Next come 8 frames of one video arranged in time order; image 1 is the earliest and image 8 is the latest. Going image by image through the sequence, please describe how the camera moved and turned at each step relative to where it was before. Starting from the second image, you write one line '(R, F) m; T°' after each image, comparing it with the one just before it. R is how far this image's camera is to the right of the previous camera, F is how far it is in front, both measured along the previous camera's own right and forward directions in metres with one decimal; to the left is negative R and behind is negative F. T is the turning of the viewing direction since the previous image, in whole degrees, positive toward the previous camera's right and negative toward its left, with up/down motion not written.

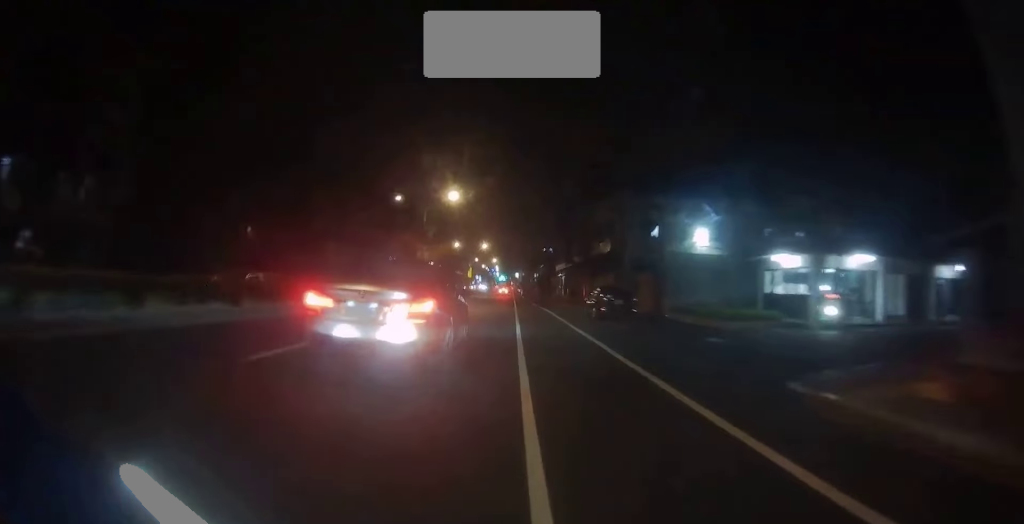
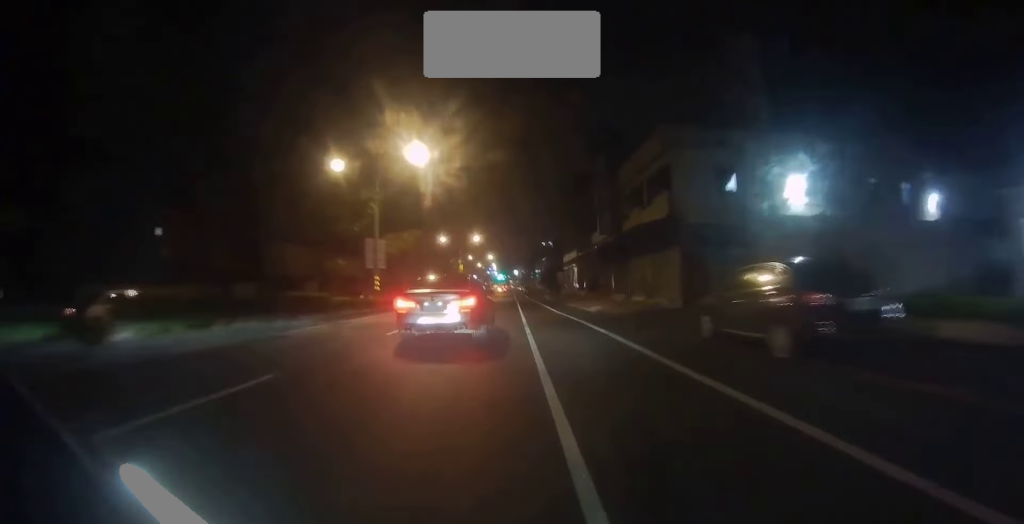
(0.0, +14.1) m; +2°
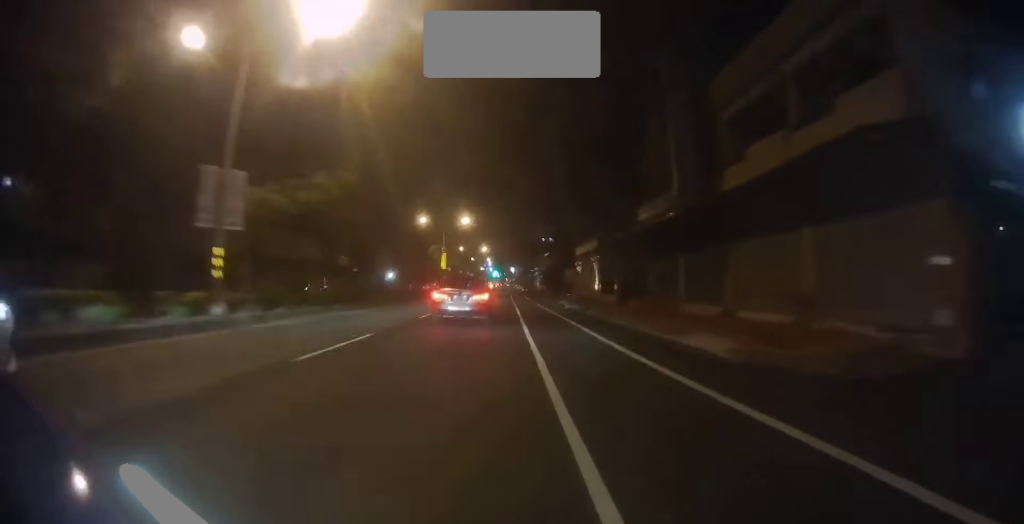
(+0.4, +15.3) m; +2°
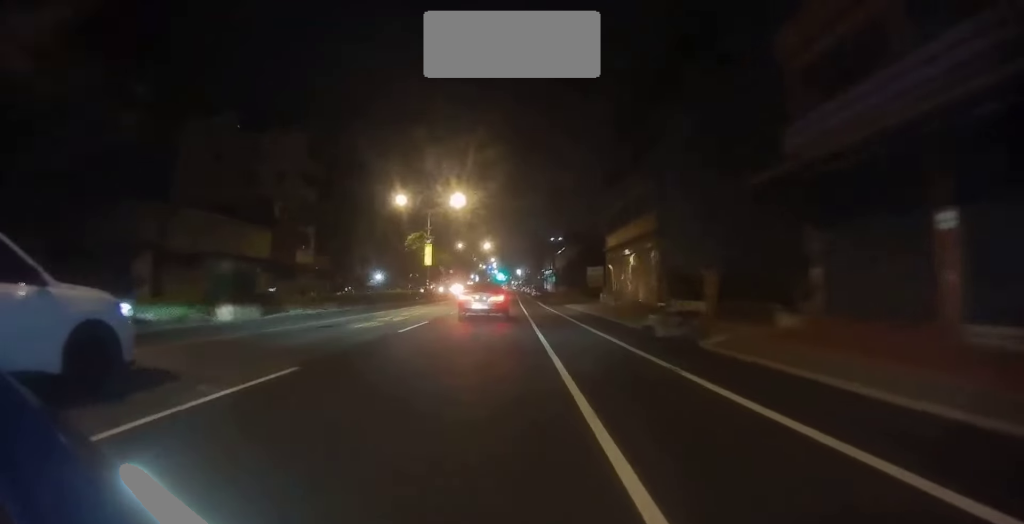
(+0.2, +14.5) m; 0°
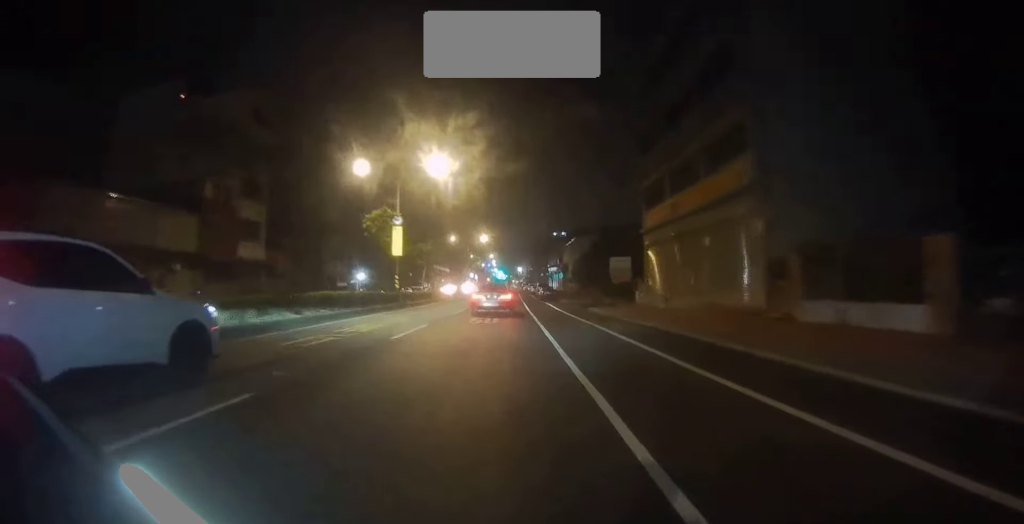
(-0.3, +11.5) m; -1°
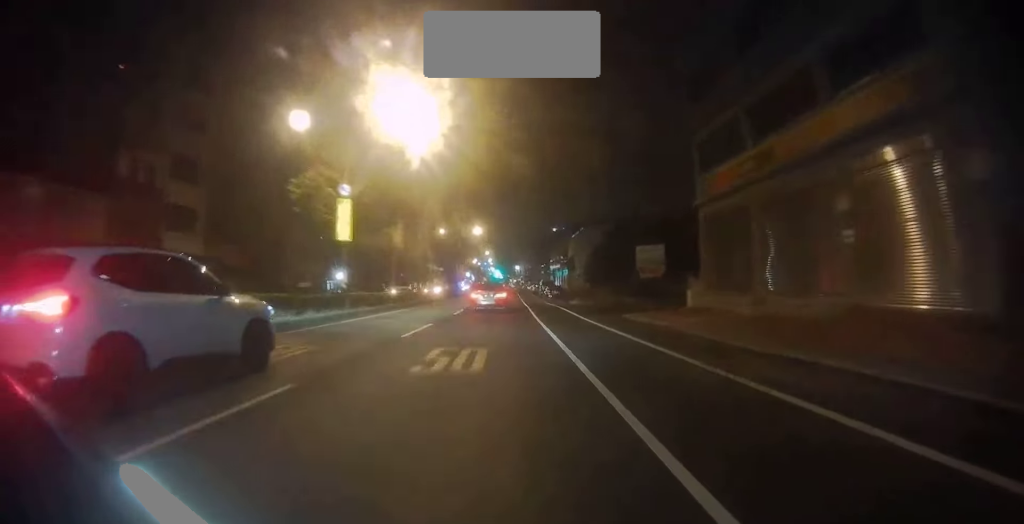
(0.0, +9.5) m; 0°
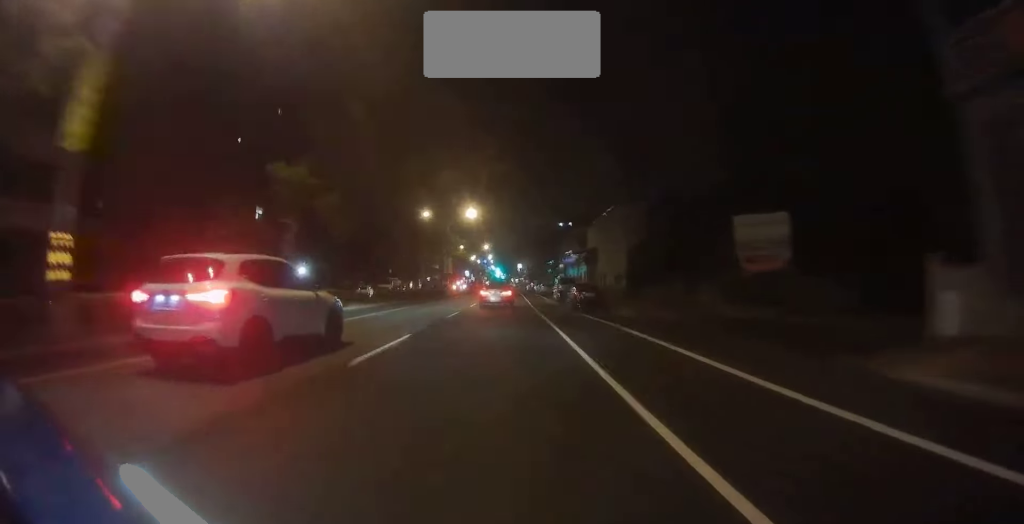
(0.0, +14.5) m; 0°
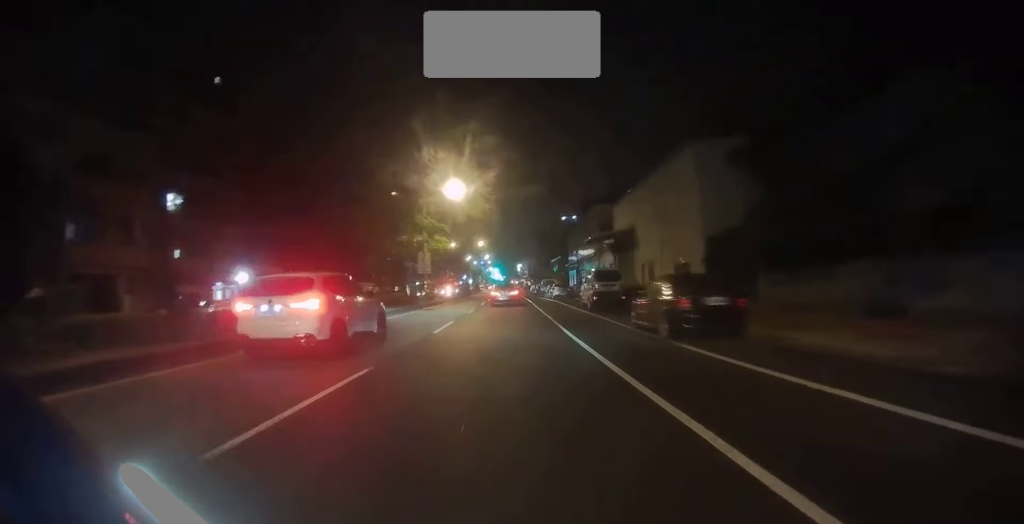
(0.0, +14.6) m; 0°
